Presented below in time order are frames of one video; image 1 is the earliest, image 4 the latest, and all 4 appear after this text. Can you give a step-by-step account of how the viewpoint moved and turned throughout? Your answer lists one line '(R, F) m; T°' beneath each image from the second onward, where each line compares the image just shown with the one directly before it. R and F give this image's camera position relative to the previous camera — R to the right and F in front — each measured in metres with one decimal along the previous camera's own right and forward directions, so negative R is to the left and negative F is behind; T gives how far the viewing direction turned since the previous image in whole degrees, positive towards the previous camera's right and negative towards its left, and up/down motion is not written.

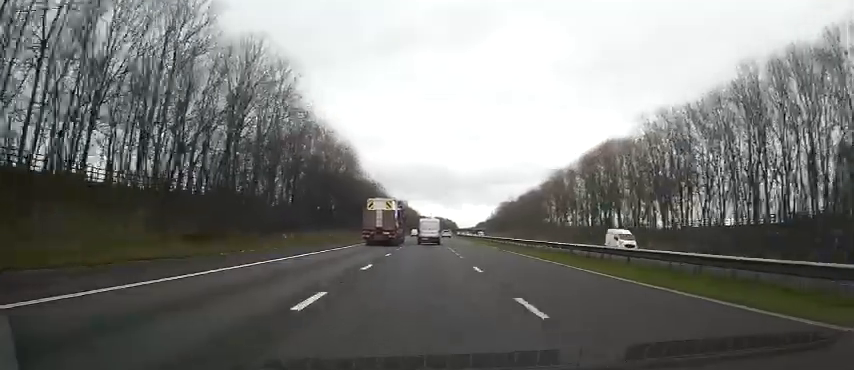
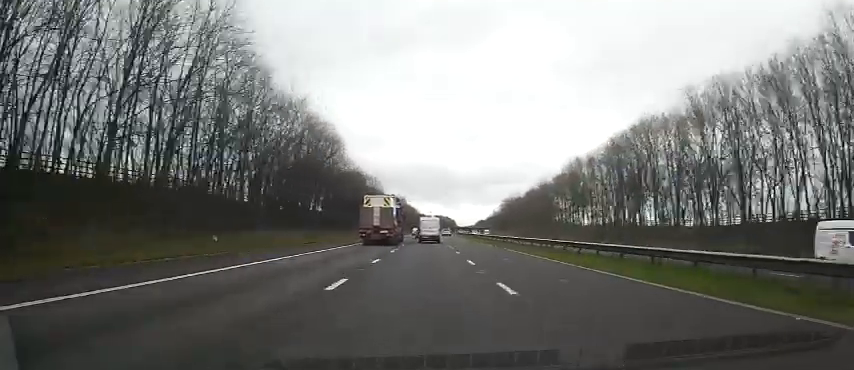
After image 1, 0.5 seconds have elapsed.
(0.0, +15.4) m; 0°
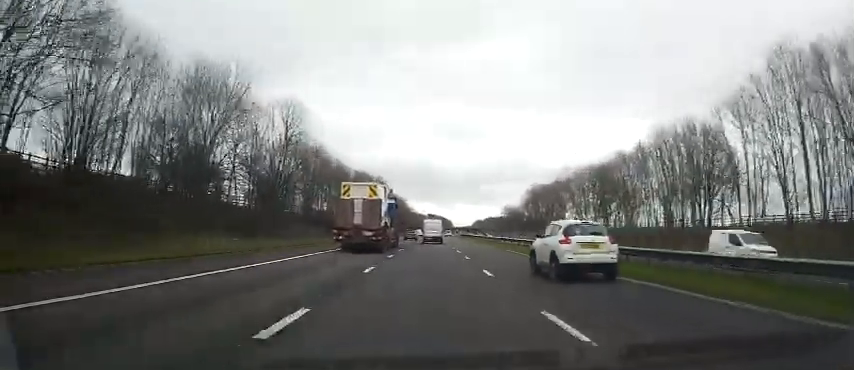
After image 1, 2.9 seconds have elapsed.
(0.0, +66.6) m; +1°
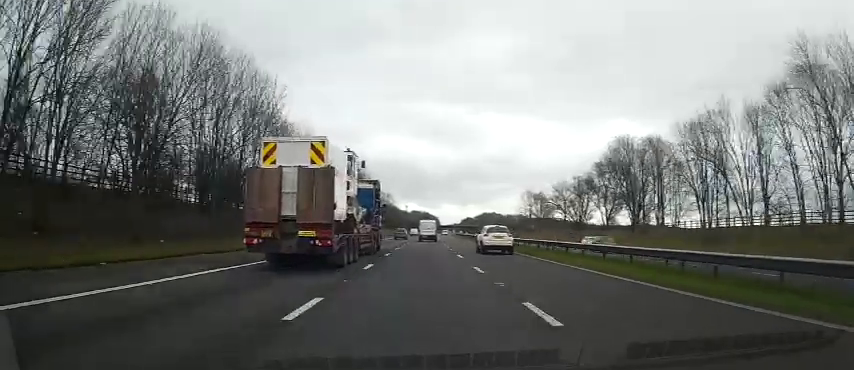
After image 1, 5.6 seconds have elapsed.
(+1.1, +78.0) m; +1°
